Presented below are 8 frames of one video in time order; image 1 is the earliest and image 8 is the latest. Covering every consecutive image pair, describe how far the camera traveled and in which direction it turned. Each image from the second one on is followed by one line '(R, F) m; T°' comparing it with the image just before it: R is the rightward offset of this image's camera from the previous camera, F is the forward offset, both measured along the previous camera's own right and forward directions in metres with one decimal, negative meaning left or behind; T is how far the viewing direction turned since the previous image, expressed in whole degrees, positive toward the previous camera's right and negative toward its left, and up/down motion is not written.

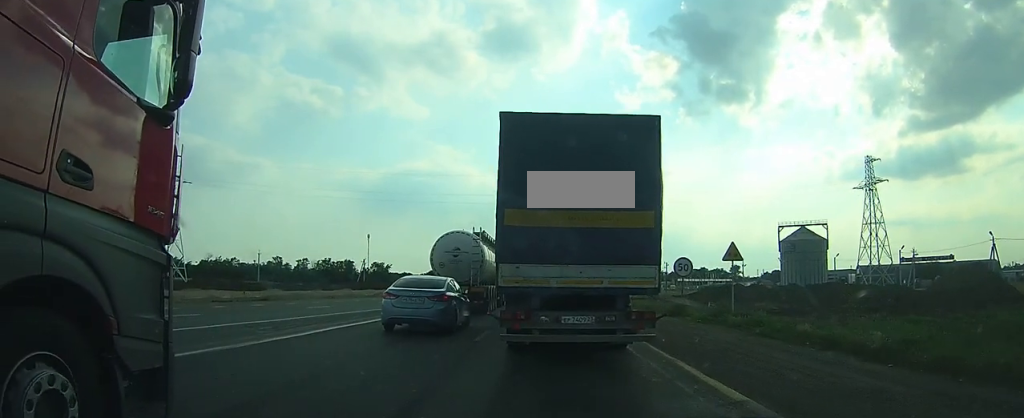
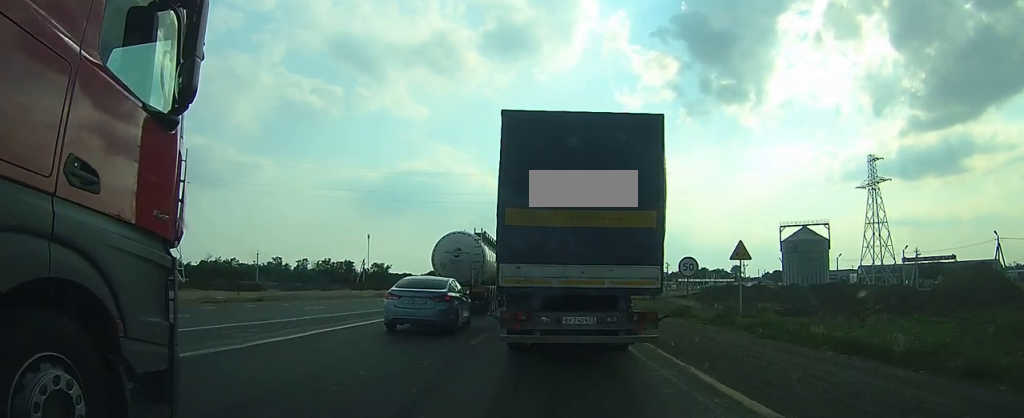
(0.0, +0.5) m; 0°
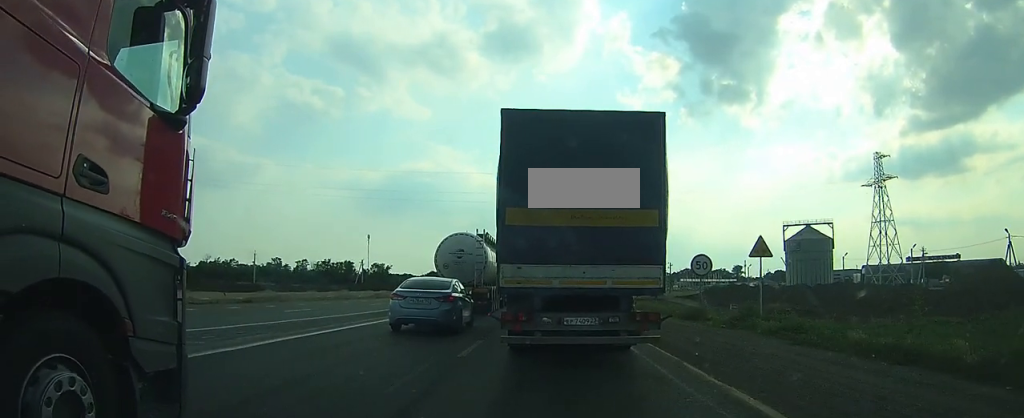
(0.0, +1.1) m; 0°
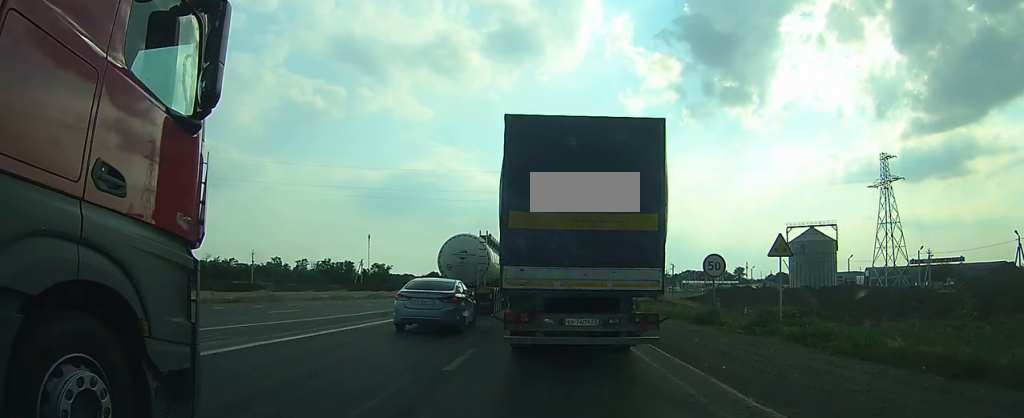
(0.0, +0.9) m; 0°
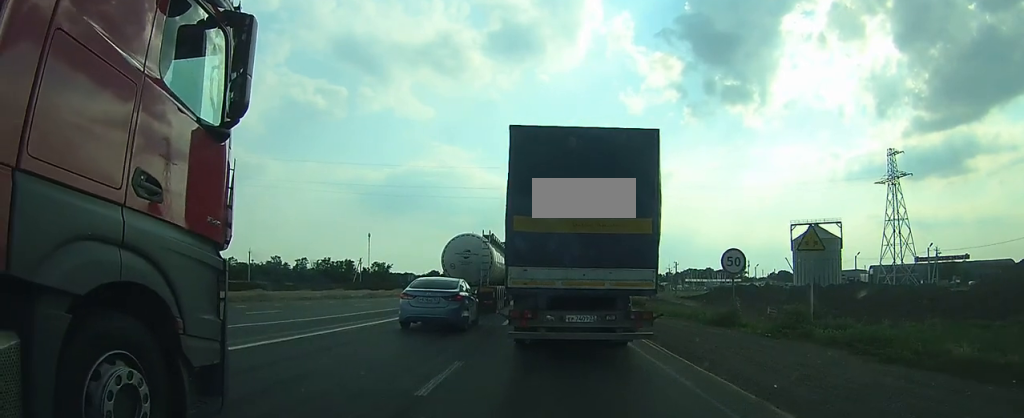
(0.0, +1.1) m; 0°
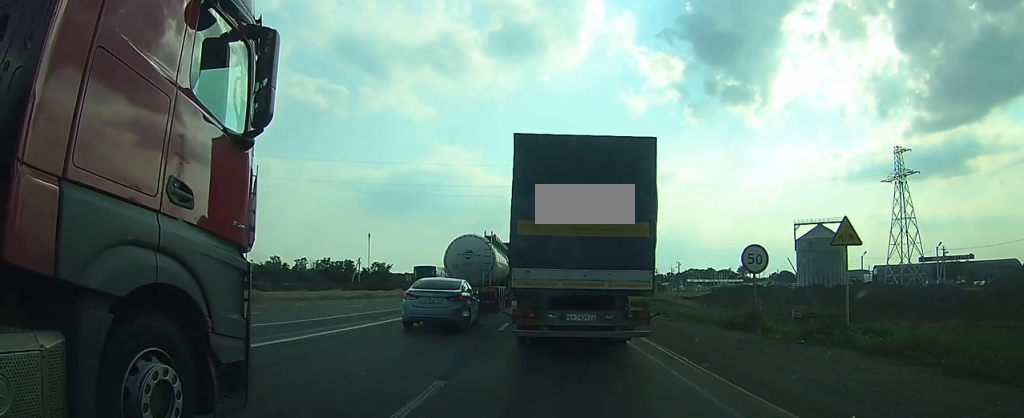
(0.0, +0.9) m; 0°
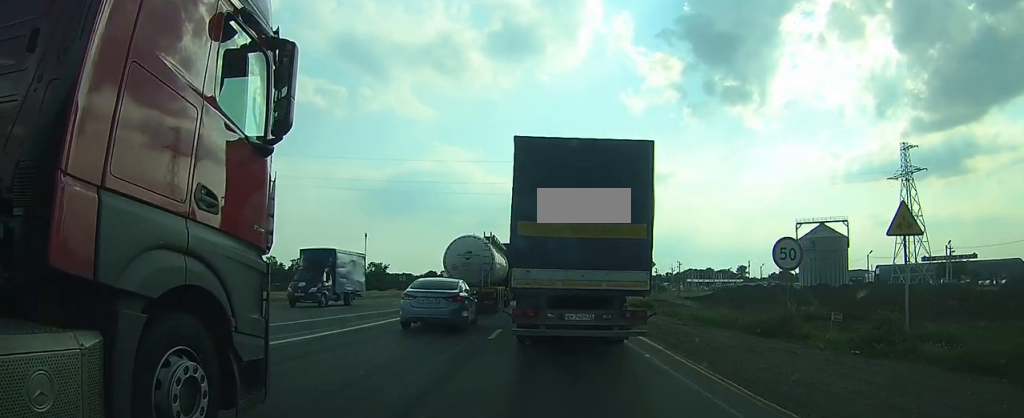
(0.0, +1.0) m; 0°
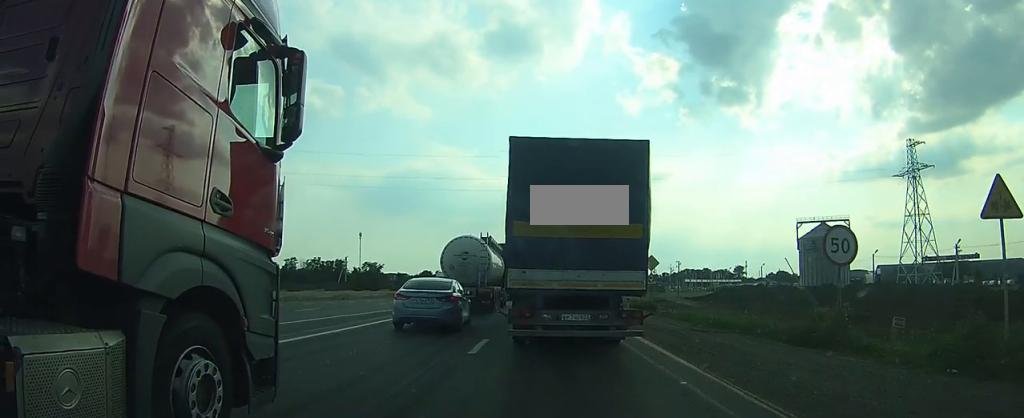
(0.0, +1.1) m; 0°
